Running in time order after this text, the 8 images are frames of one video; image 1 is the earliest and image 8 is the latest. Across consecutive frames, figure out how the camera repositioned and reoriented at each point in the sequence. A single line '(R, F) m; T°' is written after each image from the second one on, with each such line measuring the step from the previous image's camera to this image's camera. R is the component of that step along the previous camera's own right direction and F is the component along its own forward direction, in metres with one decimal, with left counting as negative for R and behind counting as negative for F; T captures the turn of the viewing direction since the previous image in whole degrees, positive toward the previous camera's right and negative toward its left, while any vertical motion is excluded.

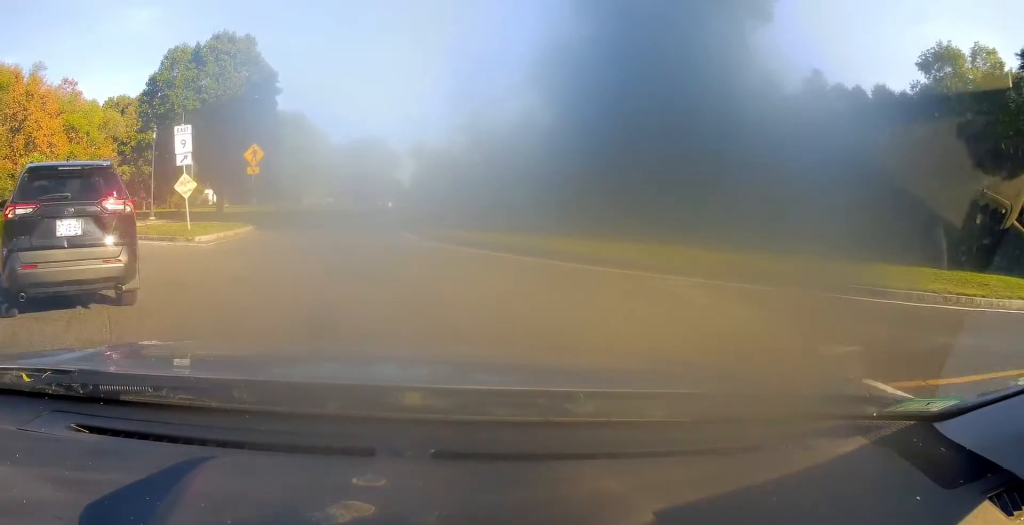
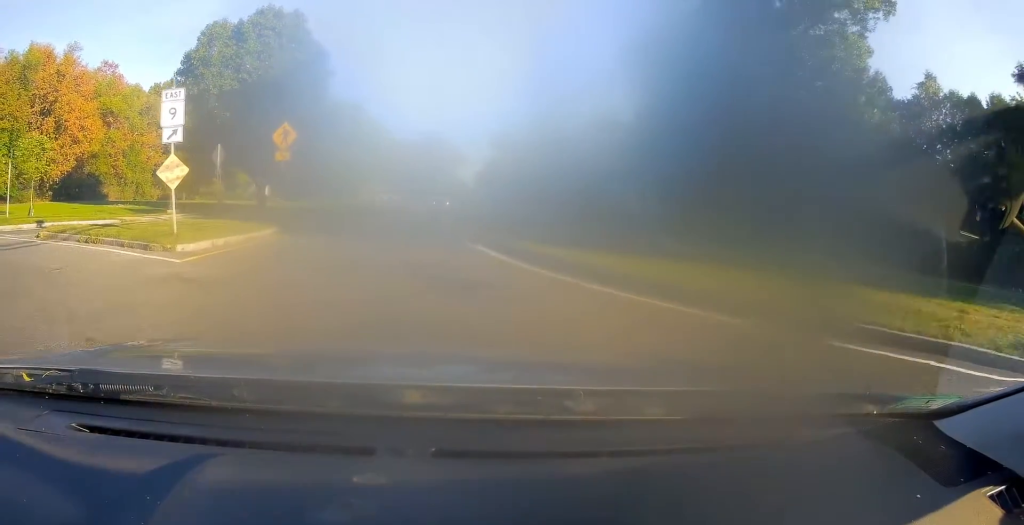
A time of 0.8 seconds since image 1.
(+0.1, +5.0) m; -5°
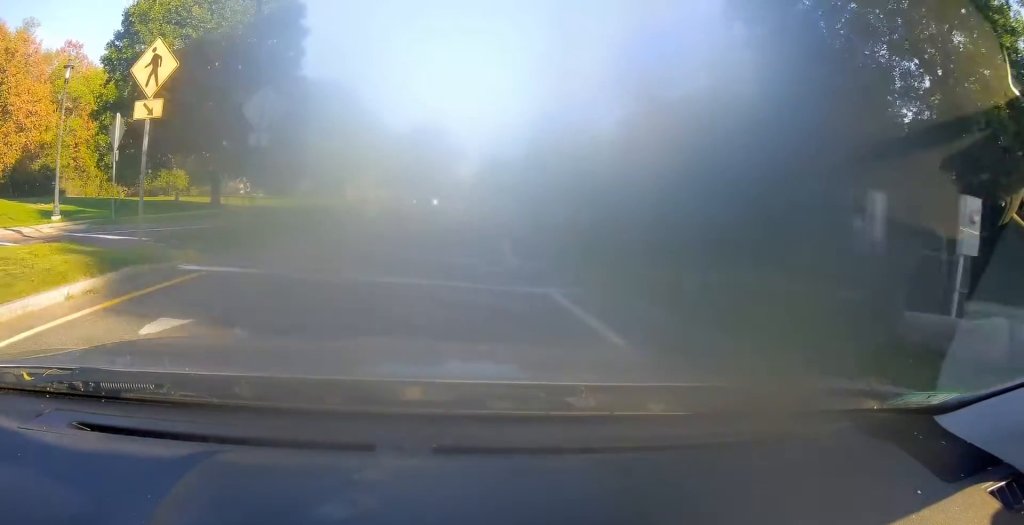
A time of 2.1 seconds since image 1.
(-0.7, +10.1) m; -3°
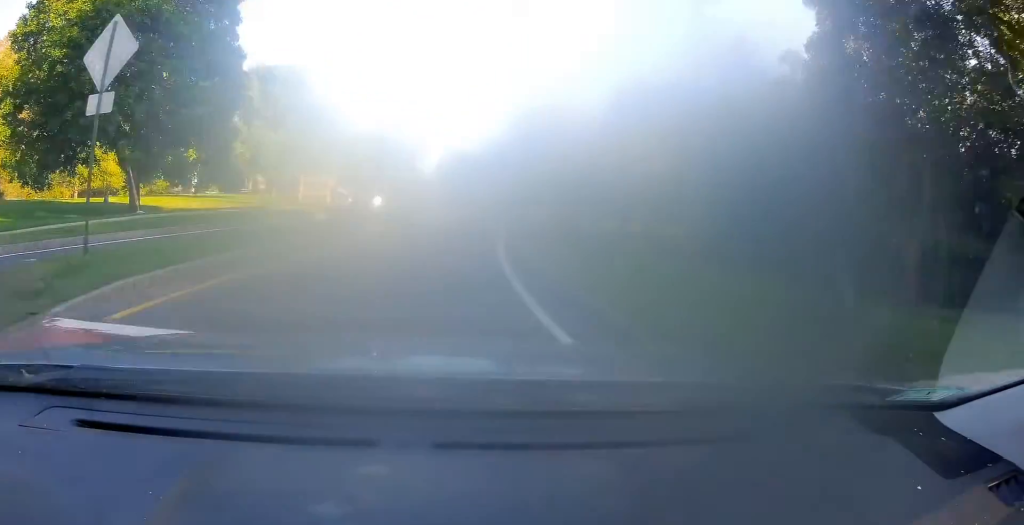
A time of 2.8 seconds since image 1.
(+0.1, +6.1) m; +1°
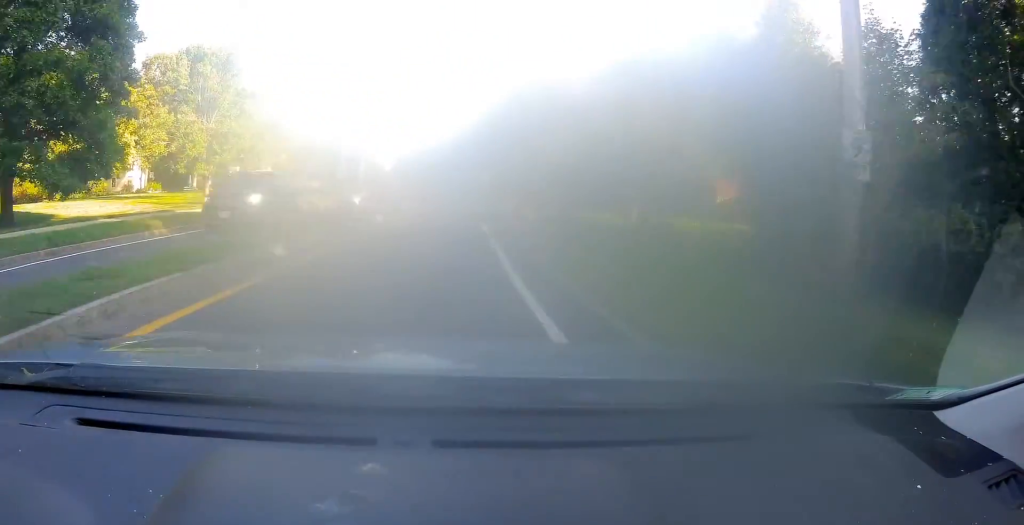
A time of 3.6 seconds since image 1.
(0.0, +7.6) m; +3°
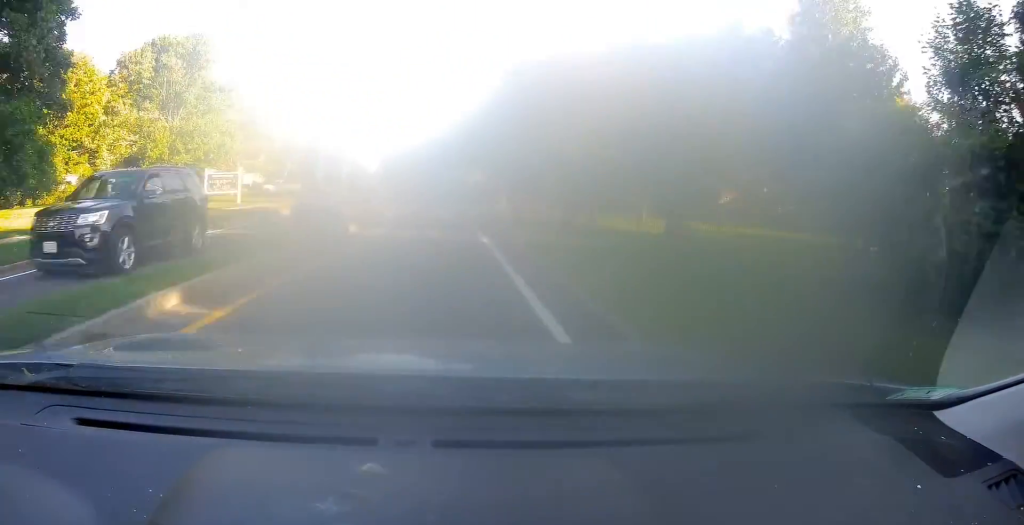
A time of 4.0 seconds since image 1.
(+0.1, +4.0) m; +1°
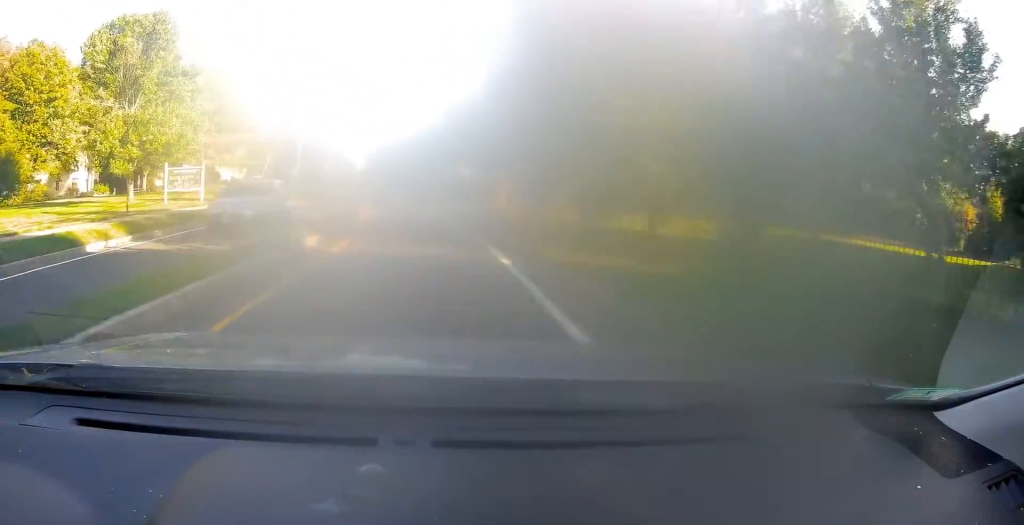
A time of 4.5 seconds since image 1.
(+0.3, +4.8) m; +1°
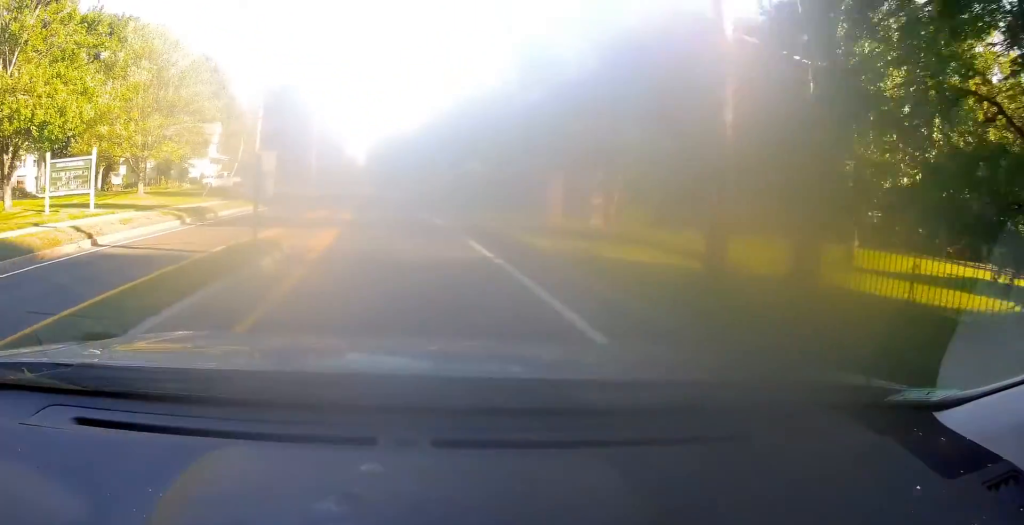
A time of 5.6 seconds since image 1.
(0.0, +12.9) m; +2°
